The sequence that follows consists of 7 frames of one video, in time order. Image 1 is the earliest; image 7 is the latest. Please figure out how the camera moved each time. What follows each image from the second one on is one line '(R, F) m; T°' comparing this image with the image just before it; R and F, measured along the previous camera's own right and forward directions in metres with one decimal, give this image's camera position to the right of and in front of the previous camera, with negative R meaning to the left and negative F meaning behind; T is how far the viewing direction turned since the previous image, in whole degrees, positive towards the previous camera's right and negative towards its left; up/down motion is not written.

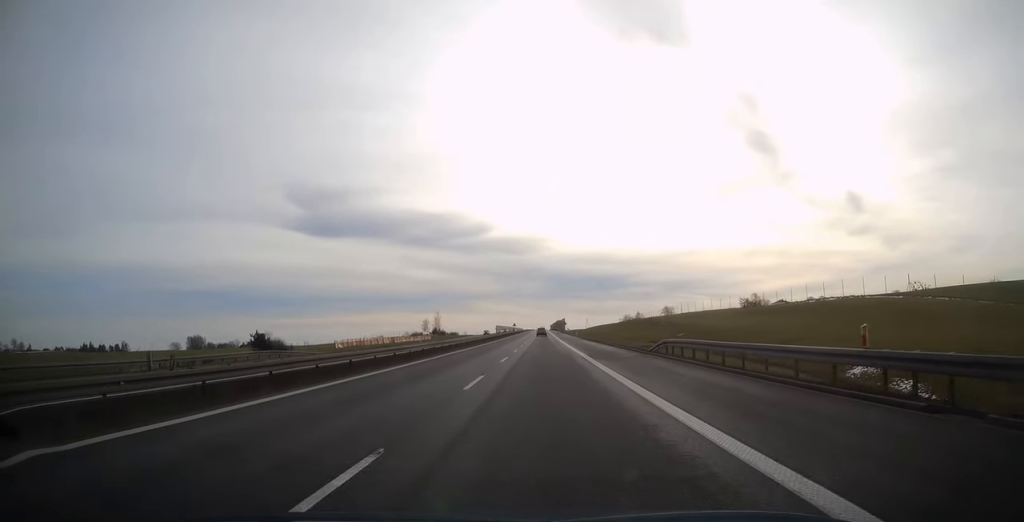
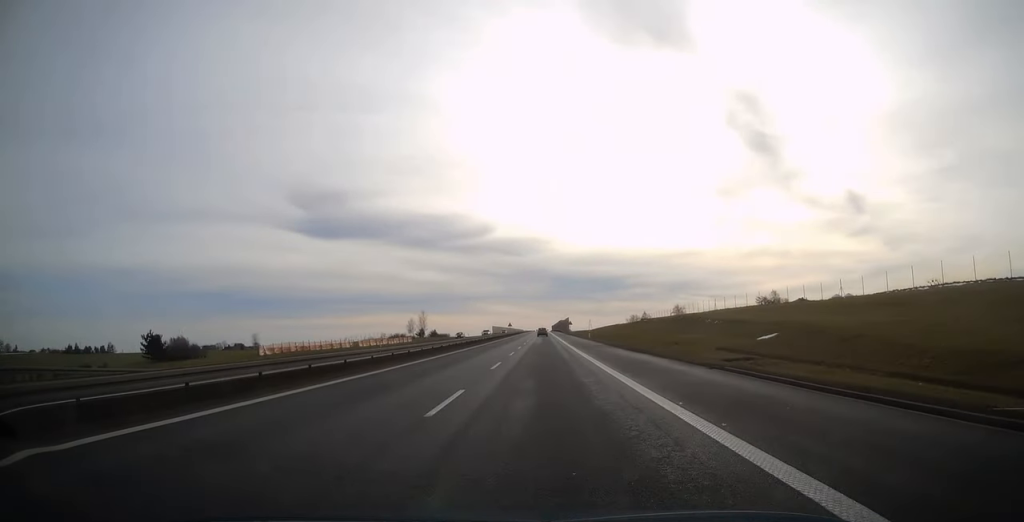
(+0.1, +28.8) m; 0°
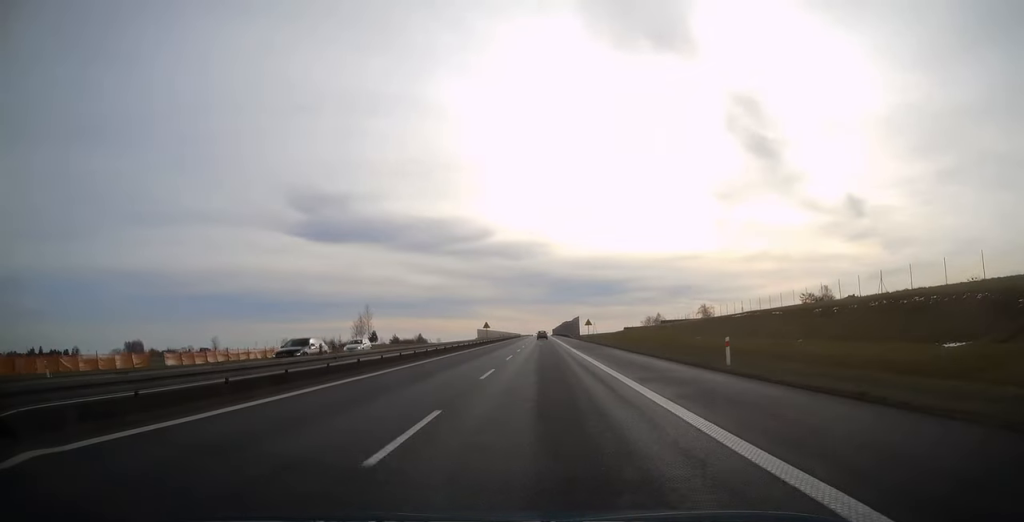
(-0.3, +62.1) m; 0°
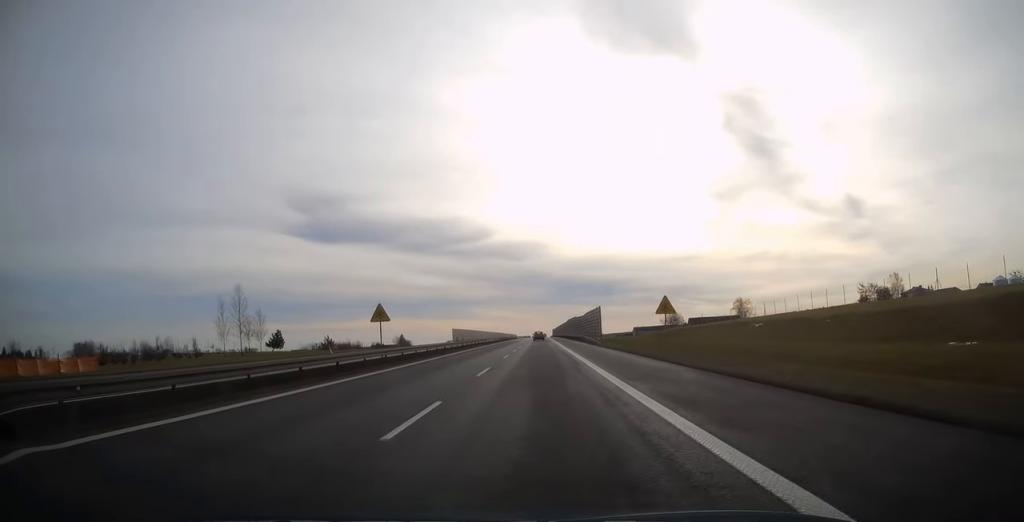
(+0.4, +58.1) m; 0°
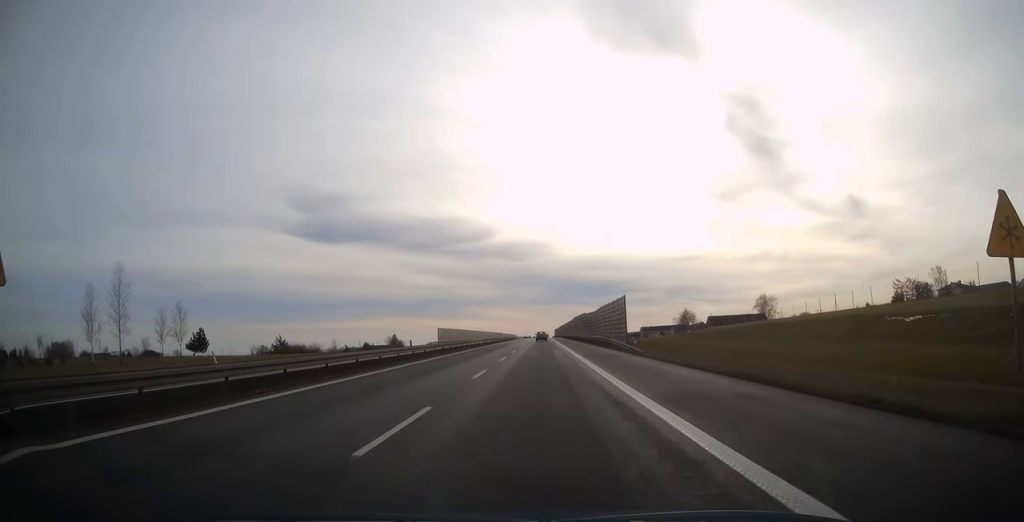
(-0.2, +25.2) m; 0°
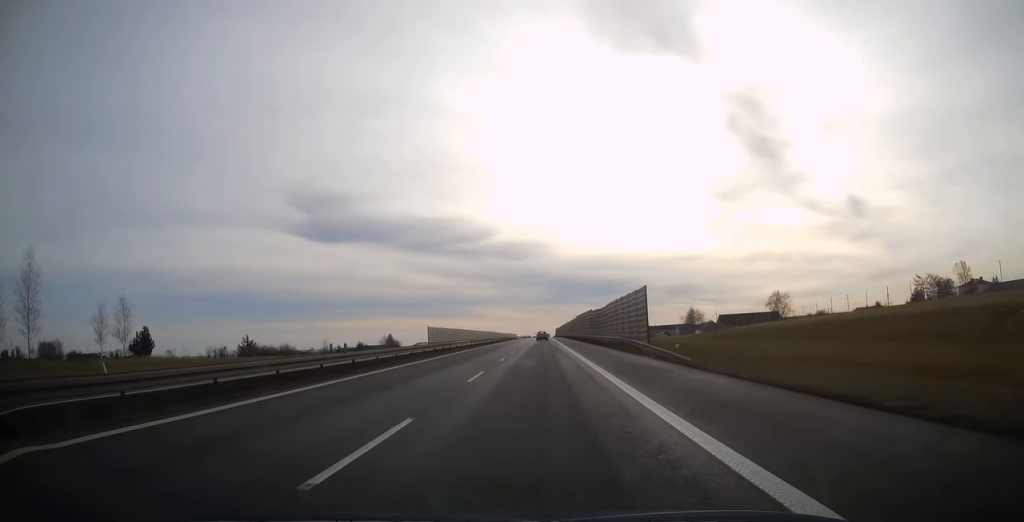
(0.0, +12.6) m; 0°
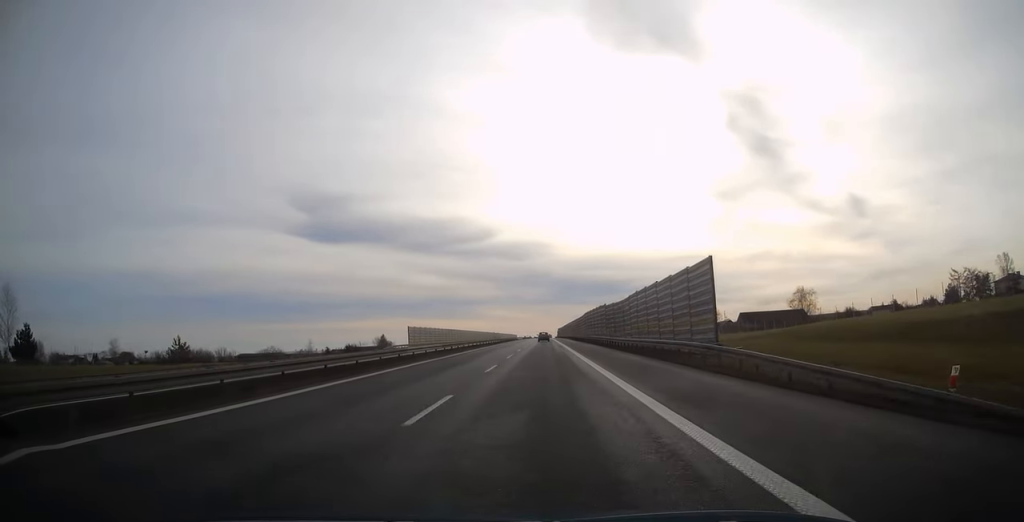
(0.0, +19.7) m; 0°
